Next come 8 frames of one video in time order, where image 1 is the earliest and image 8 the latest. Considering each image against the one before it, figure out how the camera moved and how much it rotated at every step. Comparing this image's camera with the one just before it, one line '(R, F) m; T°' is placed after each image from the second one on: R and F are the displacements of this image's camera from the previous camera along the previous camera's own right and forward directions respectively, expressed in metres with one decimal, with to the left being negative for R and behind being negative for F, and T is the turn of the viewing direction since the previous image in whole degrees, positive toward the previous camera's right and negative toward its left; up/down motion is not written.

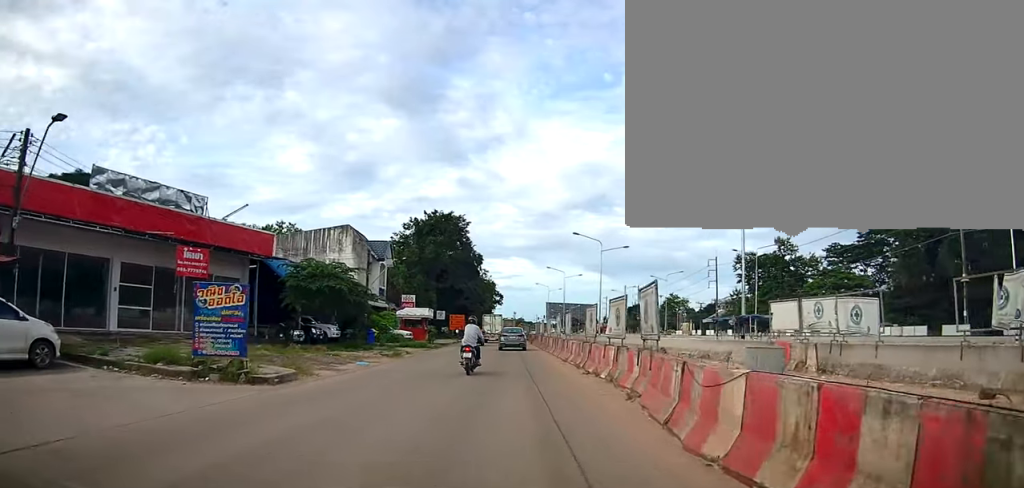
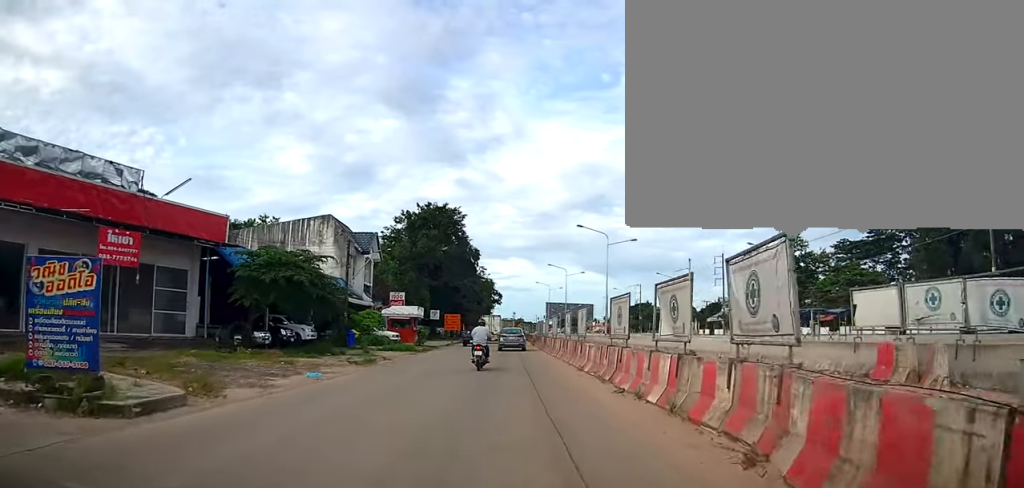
(-0.1, +4.8) m; +1°
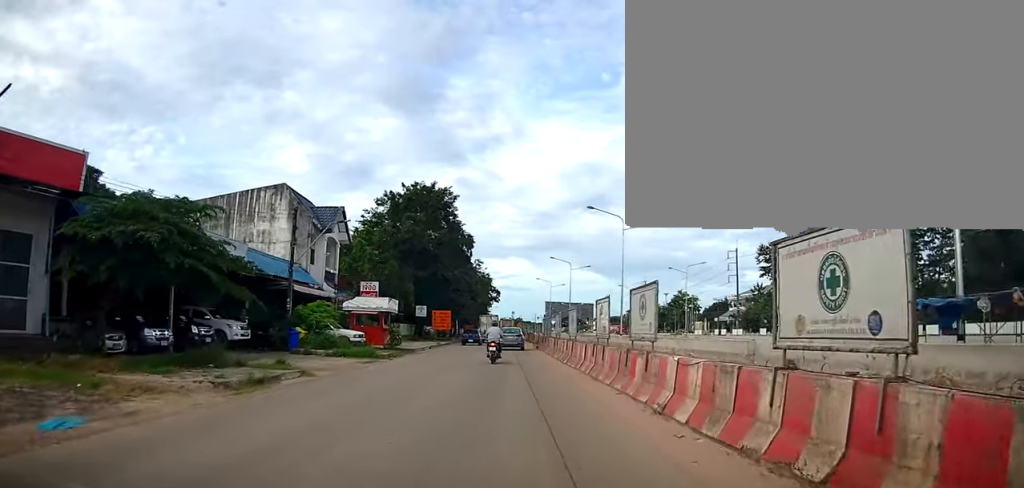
(+0.4, +9.3) m; 0°
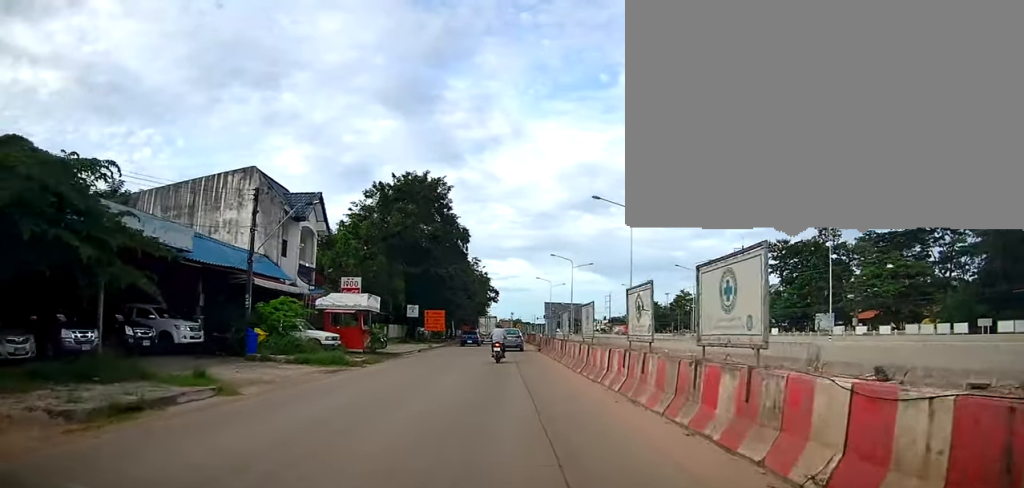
(-0.3, +4.2) m; 0°
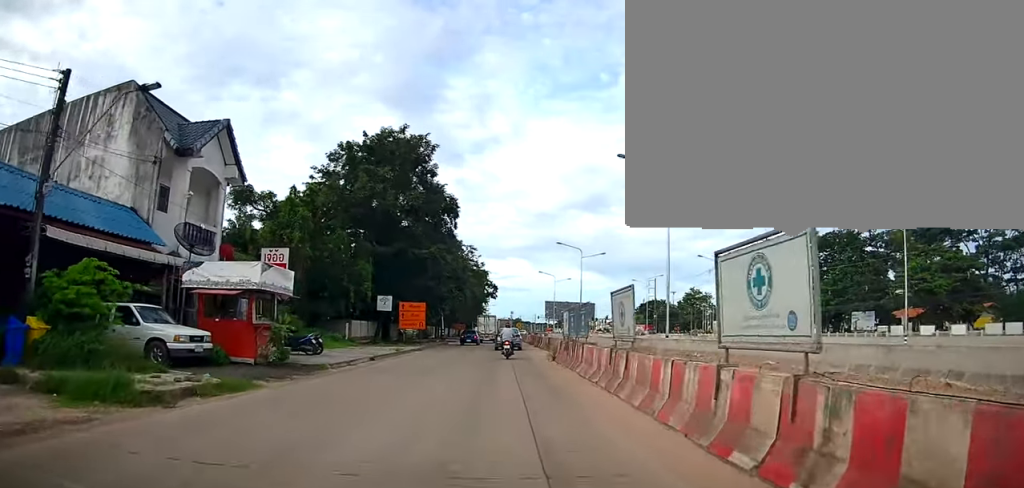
(+0.1, +11.4) m; 0°
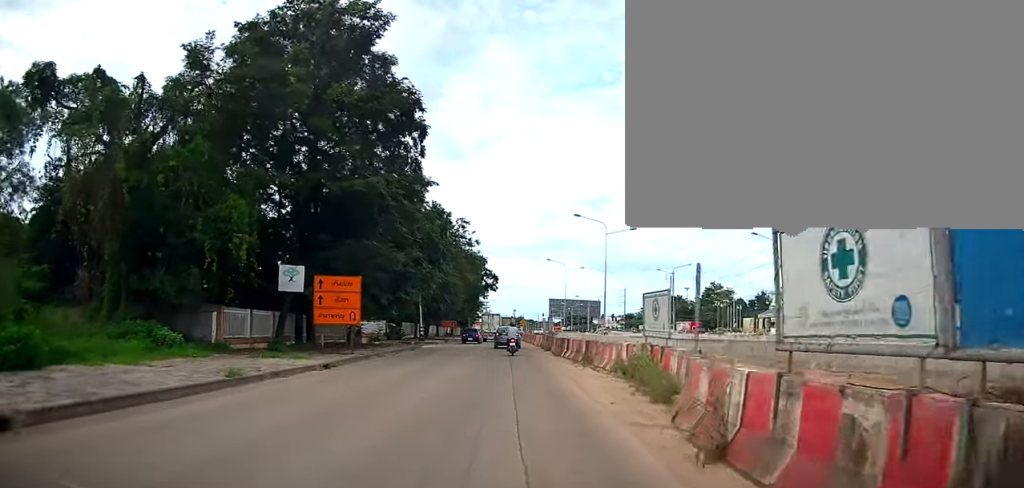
(-0.6, +17.7) m; -1°
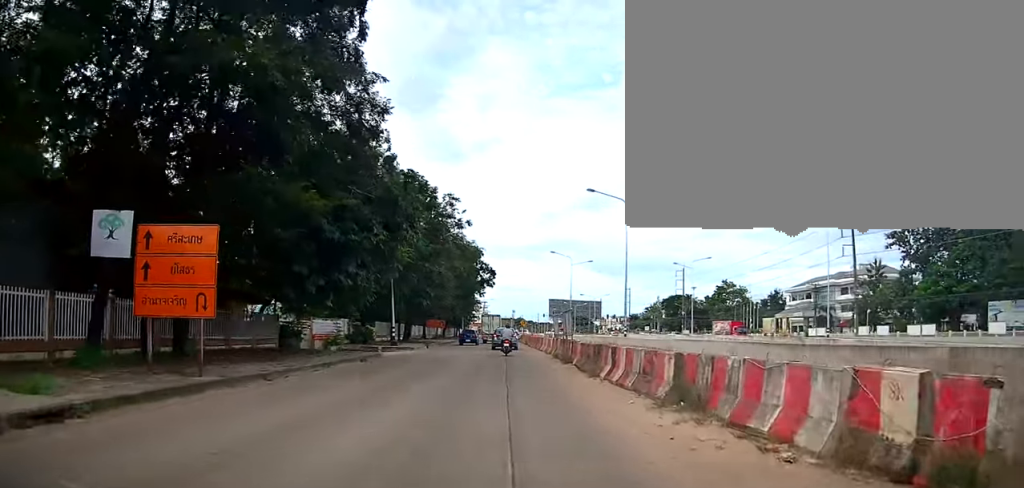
(+0.4, +11.2) m; +2°
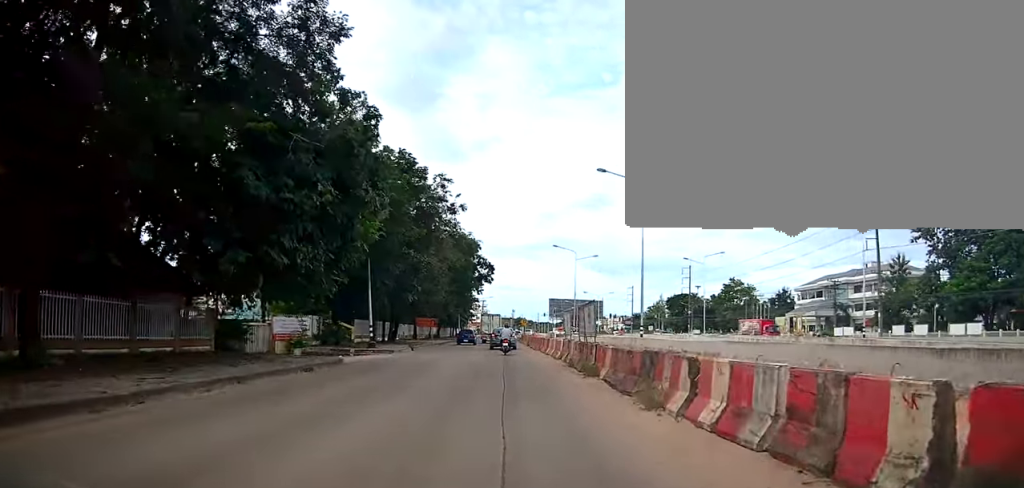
(+0.1, +6.1) m; 0°
